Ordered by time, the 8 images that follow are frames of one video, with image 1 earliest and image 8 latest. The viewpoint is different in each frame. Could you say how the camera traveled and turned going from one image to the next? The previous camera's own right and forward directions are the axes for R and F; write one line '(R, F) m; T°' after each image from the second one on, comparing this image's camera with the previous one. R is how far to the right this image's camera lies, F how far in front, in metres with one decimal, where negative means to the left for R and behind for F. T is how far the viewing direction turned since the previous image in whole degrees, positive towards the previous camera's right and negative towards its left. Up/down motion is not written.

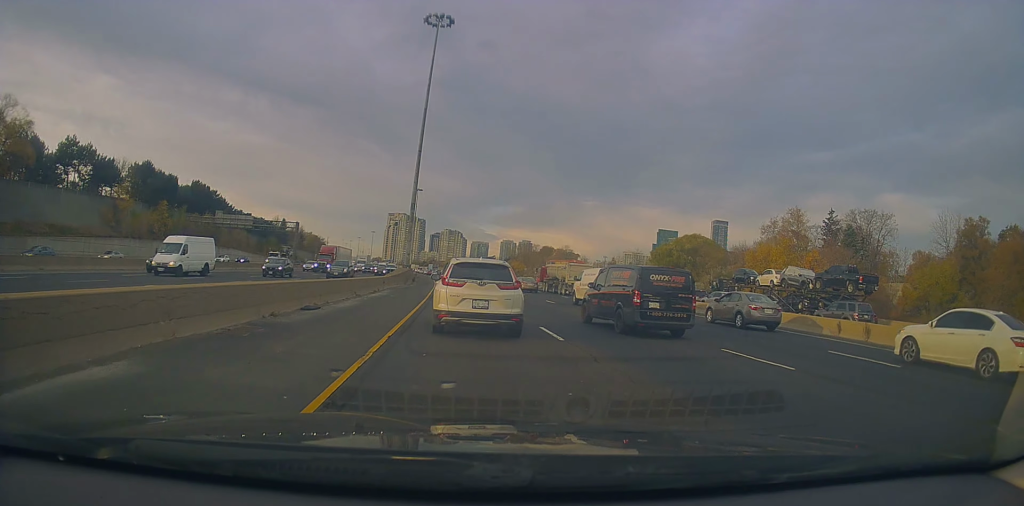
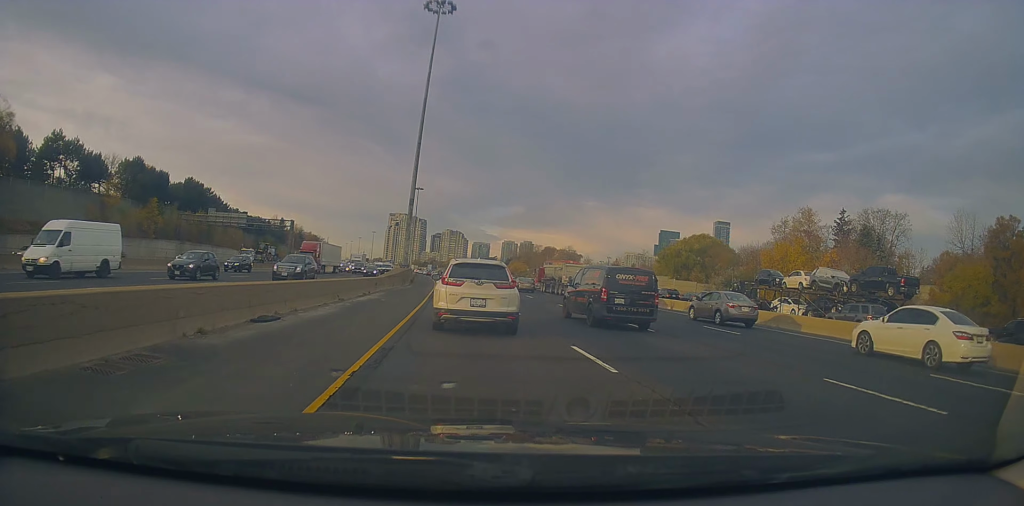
(+0.3, +3.6) m; +3°
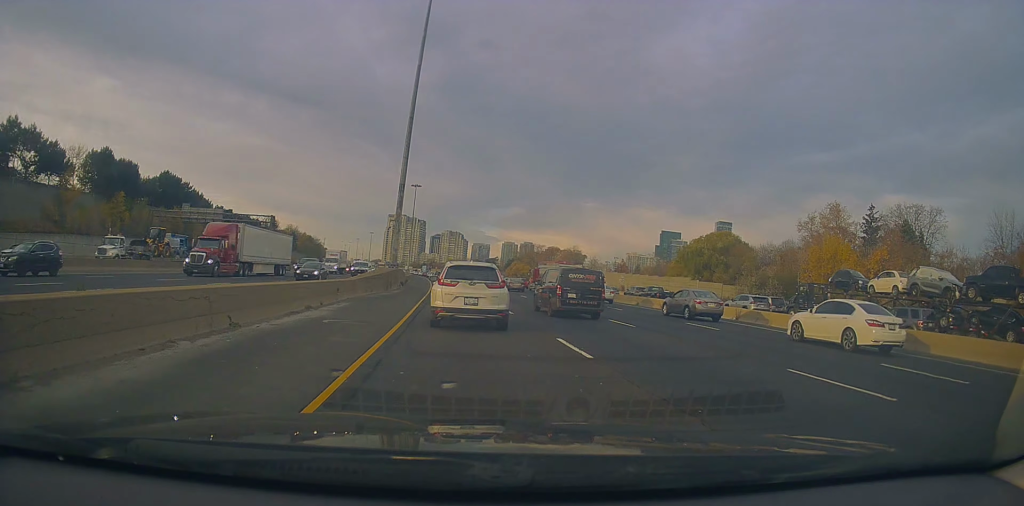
(-0.1, +9.5) m; -3°
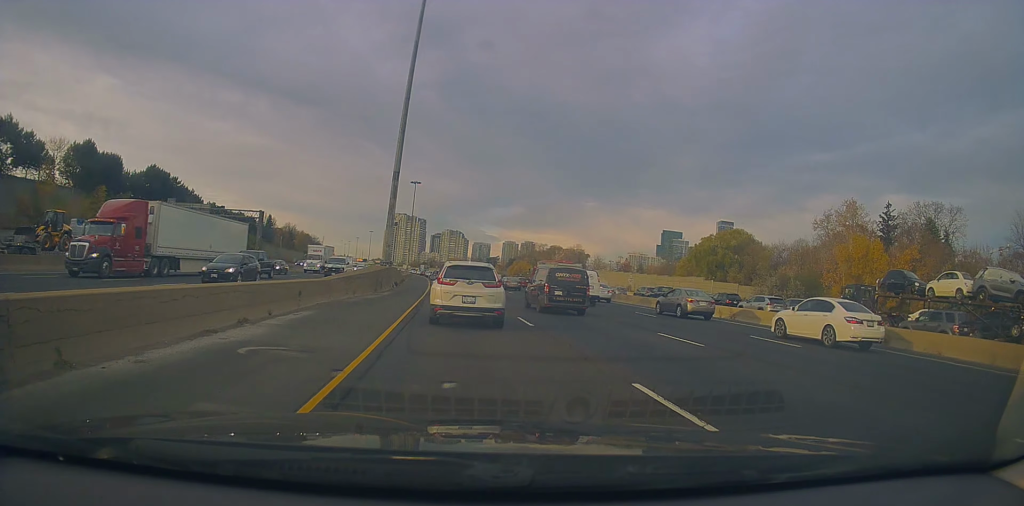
(-0.2, +5.1) m; 0°
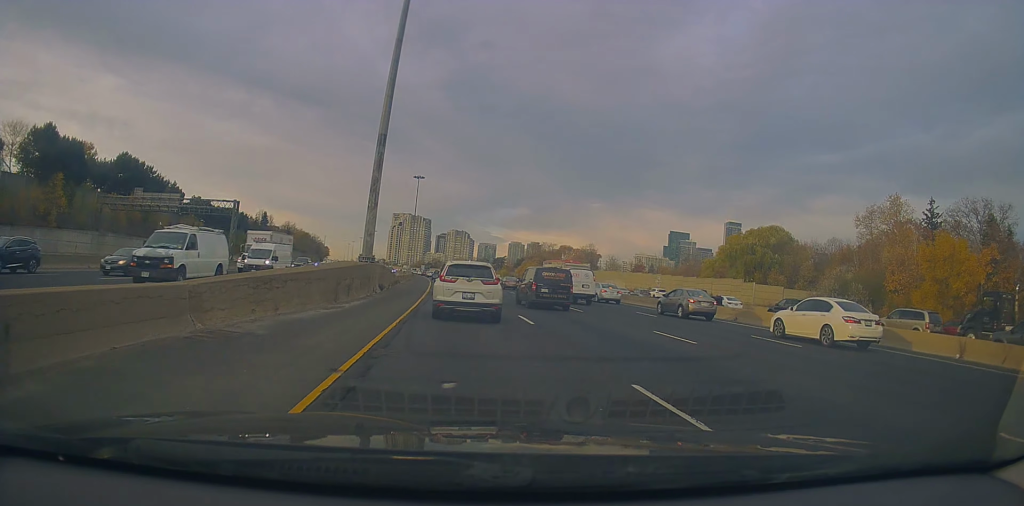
(0.0, +10.7) m; +1°
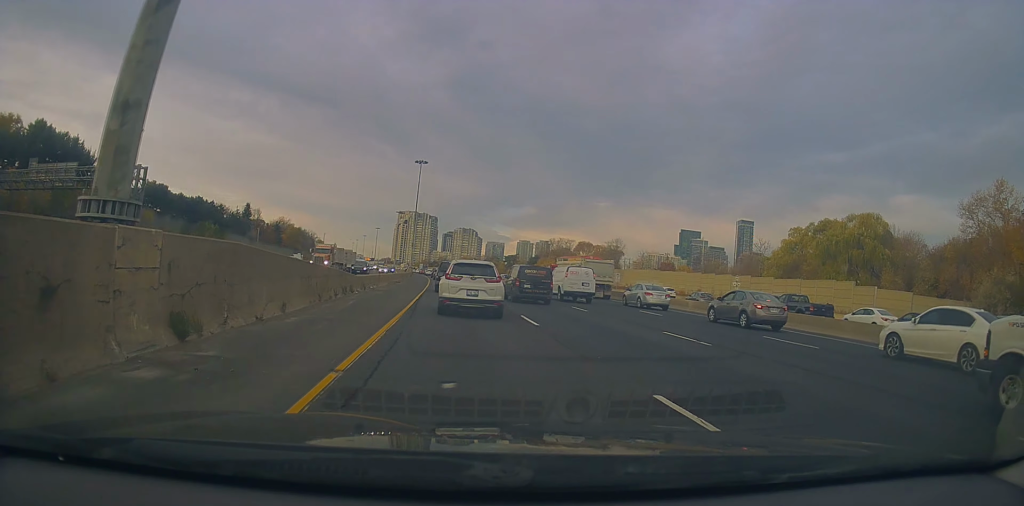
(-0.1, +23.4) m; -2°
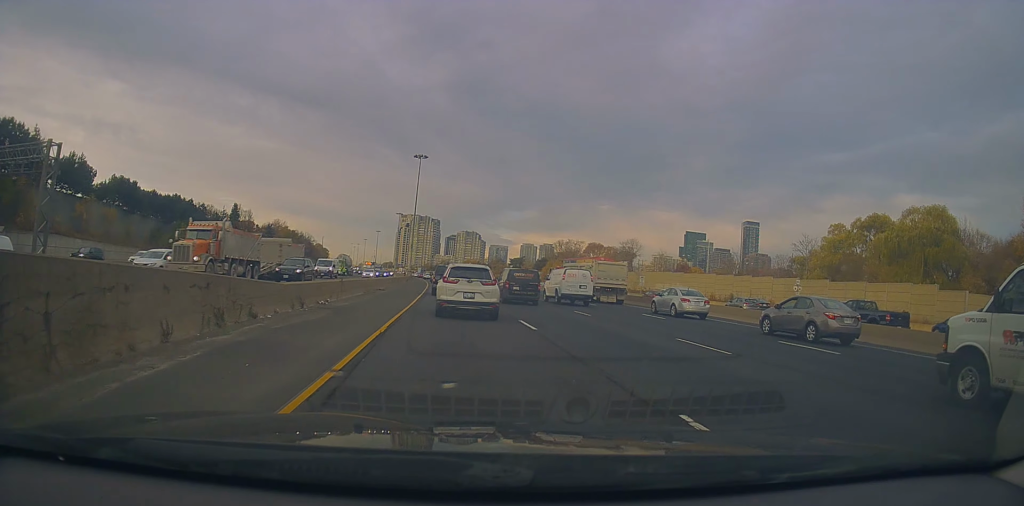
(0.0, +12.8) m; -1°
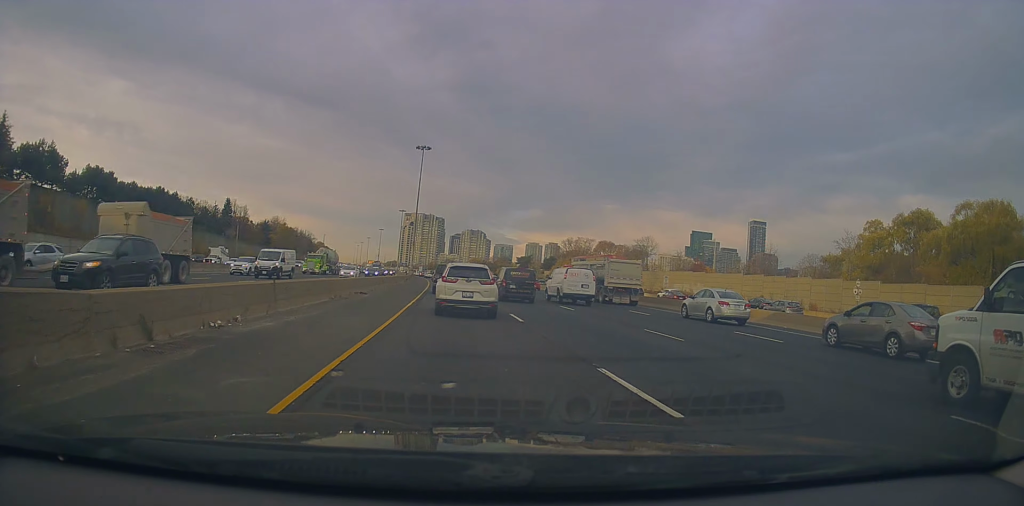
(-0.2, +9.4) m; -1°
